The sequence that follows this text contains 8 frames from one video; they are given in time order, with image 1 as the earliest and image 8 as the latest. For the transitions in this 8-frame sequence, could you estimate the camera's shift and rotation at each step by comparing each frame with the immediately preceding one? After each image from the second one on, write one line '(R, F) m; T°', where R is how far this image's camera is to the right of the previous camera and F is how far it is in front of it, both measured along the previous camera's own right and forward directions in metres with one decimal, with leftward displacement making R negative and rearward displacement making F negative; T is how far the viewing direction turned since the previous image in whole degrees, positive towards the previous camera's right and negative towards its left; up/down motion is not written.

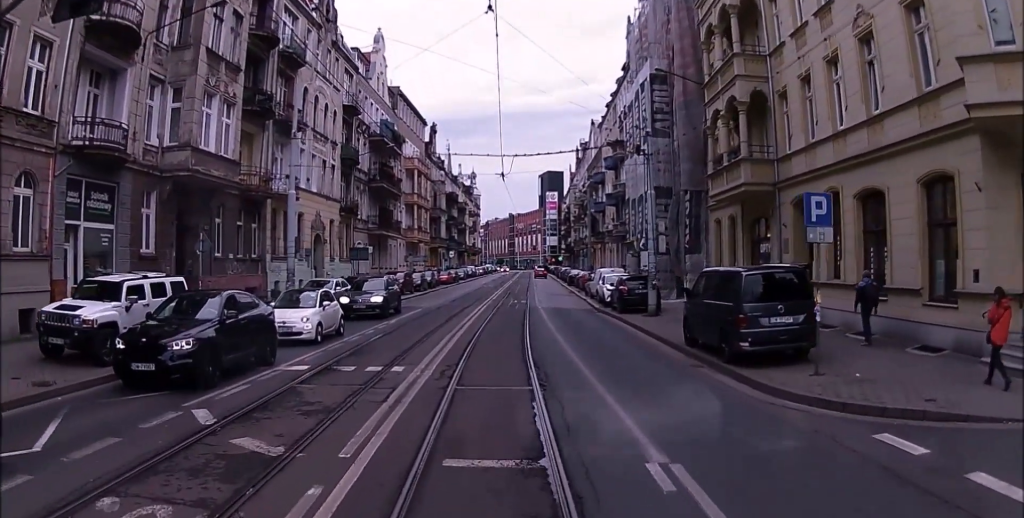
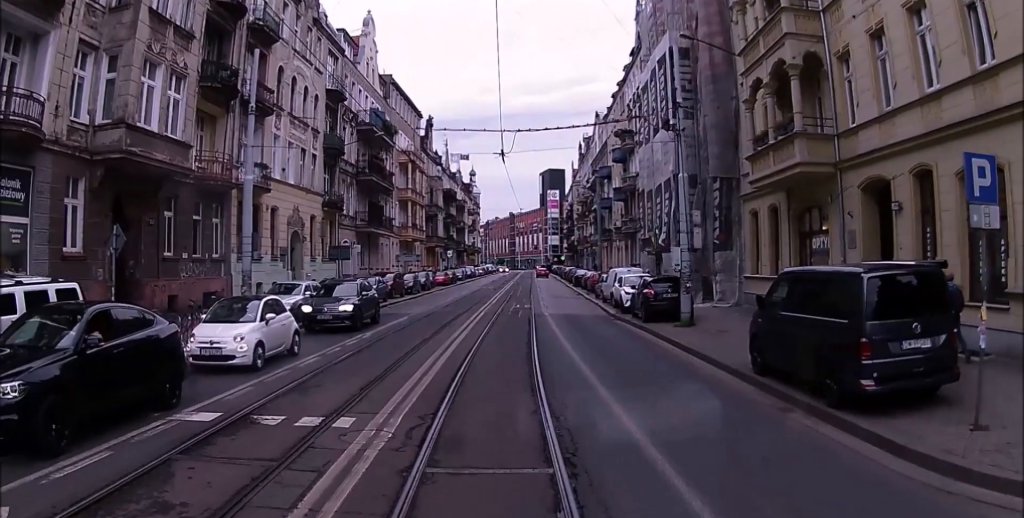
(0.0, +4.6) m; +2°
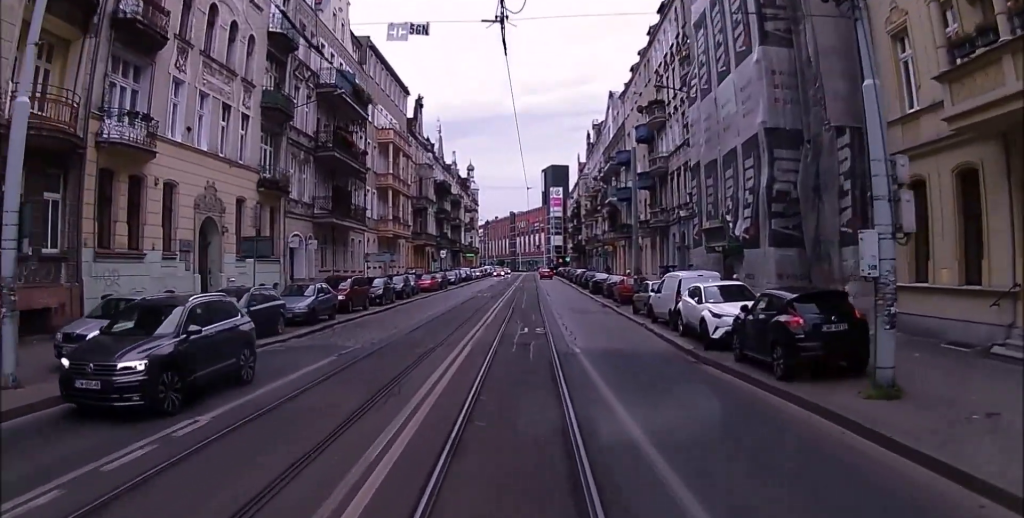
(-0.1, +11.5) m; -2°
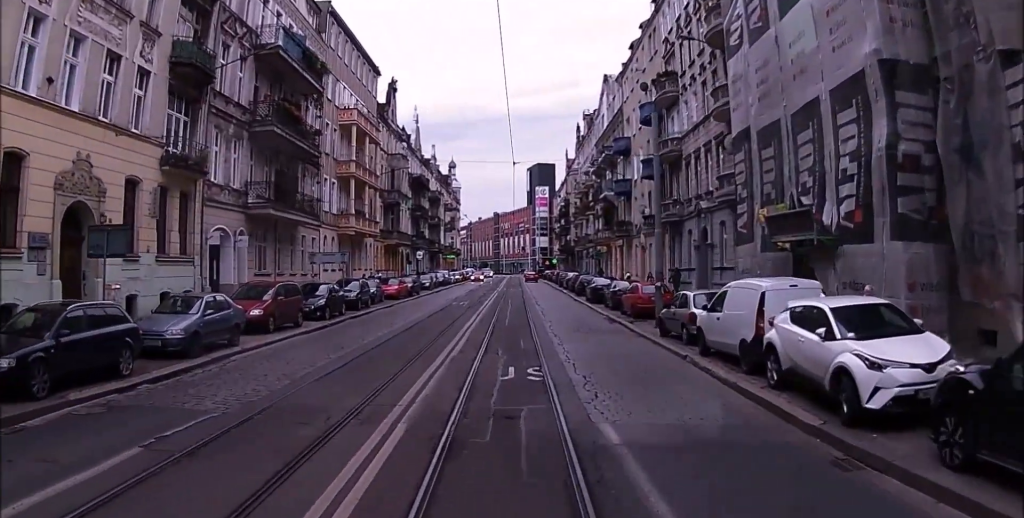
(-0.1, +8.0) m; 0°
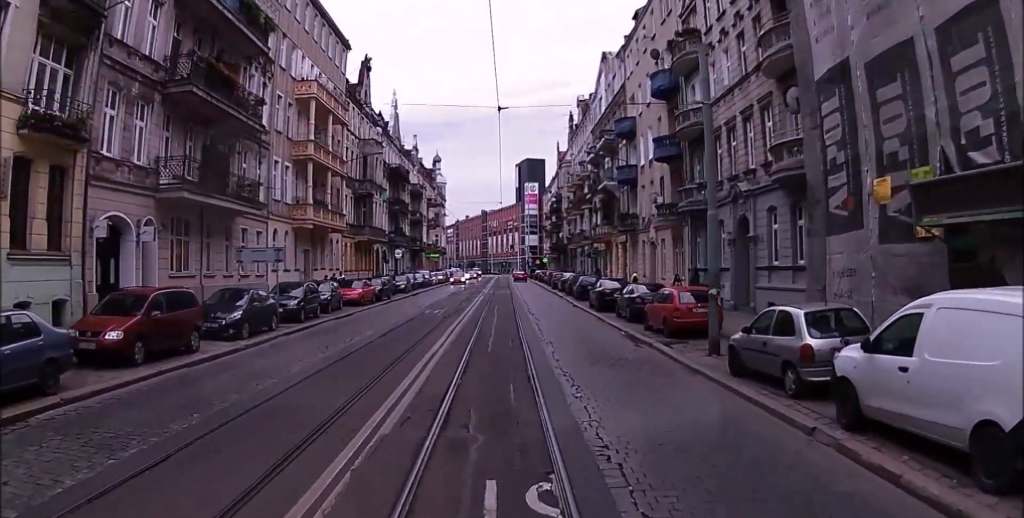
(+0.2, +7.8) m; +1°
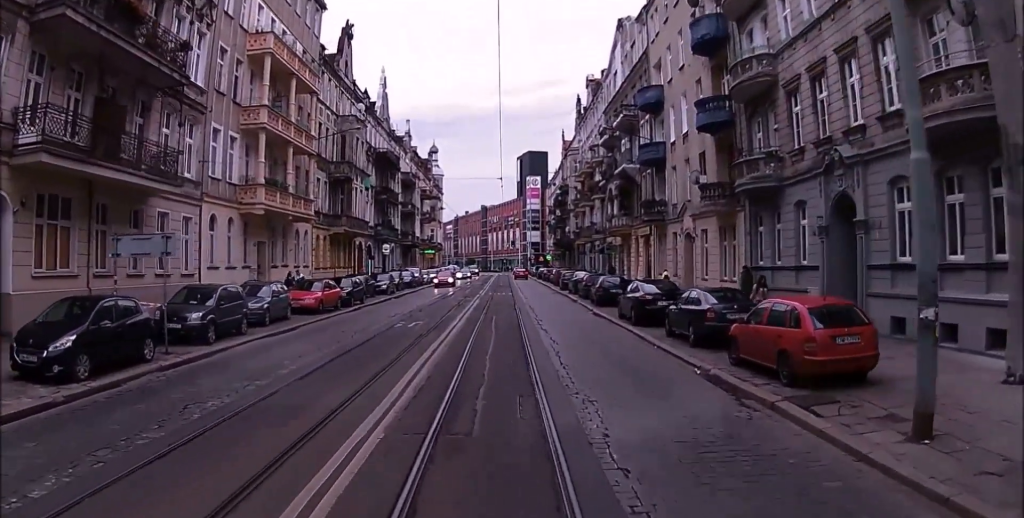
(0.0, +8.7) m; 0°
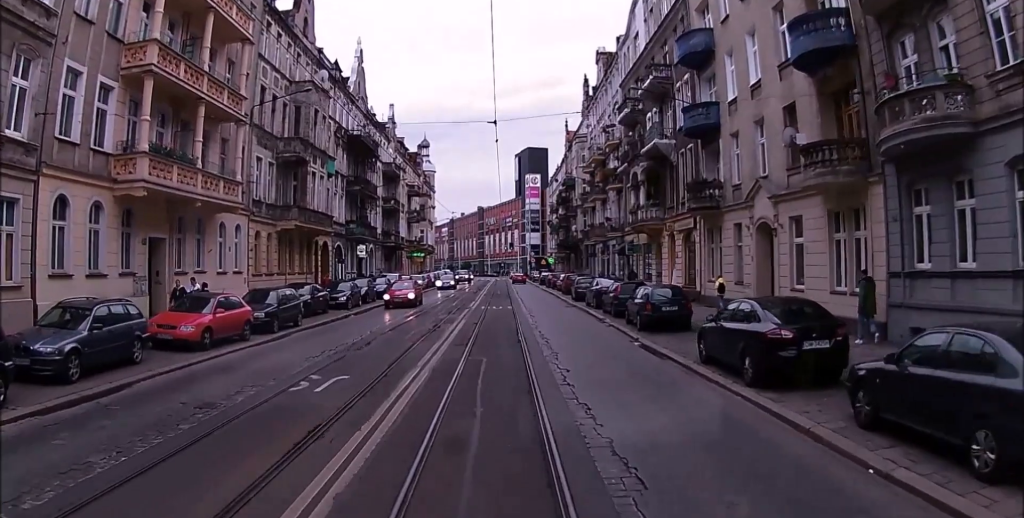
(-0.1, +10.9) m; -2°
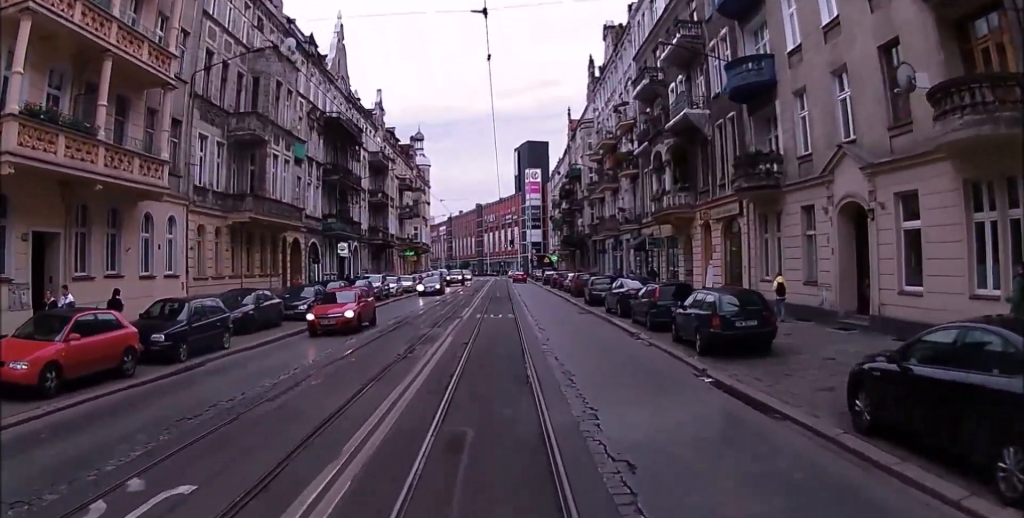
(-0.2, +6.4) m; 0°
